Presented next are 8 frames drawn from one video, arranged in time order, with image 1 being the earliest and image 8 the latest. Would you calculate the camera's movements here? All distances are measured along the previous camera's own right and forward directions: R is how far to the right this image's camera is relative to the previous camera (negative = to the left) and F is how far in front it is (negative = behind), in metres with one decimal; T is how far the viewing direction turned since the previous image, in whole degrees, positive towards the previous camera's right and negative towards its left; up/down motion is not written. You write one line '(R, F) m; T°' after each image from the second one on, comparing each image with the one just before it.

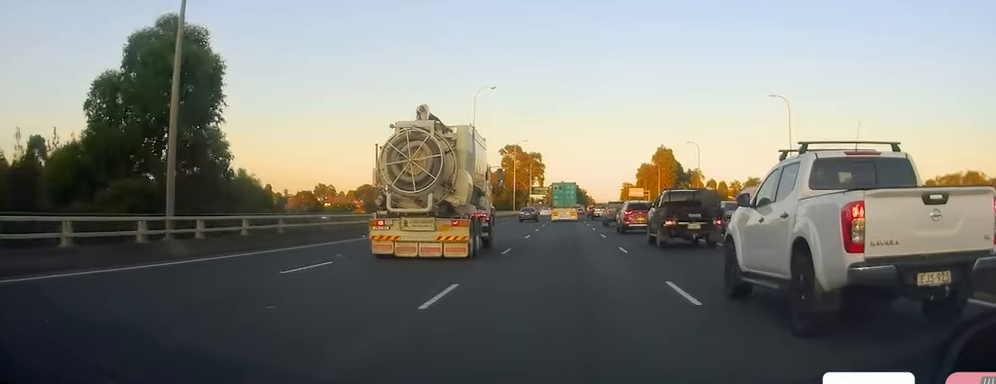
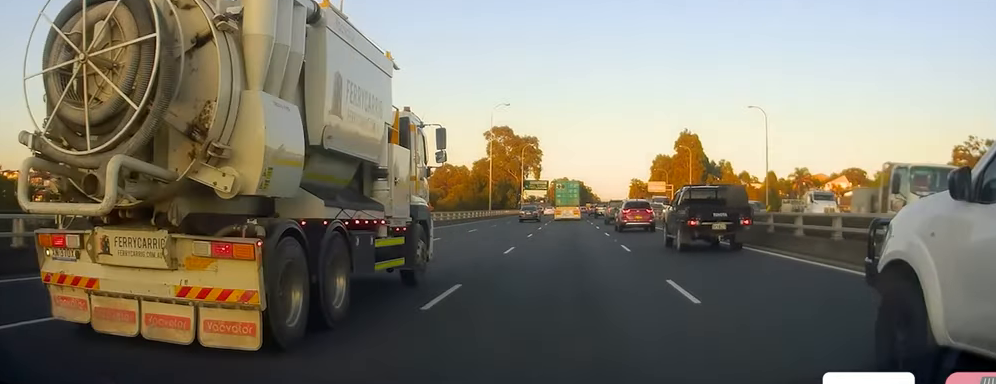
(-0.2, +46.3) m; 0°
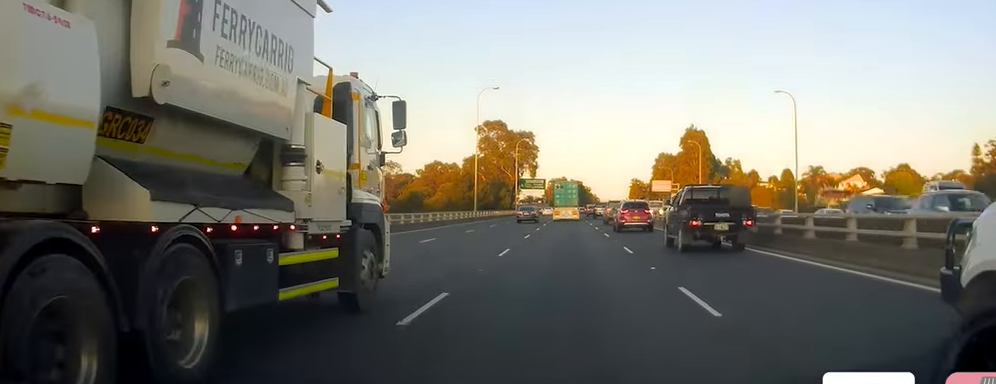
(0.0, +12.9) m; 0°
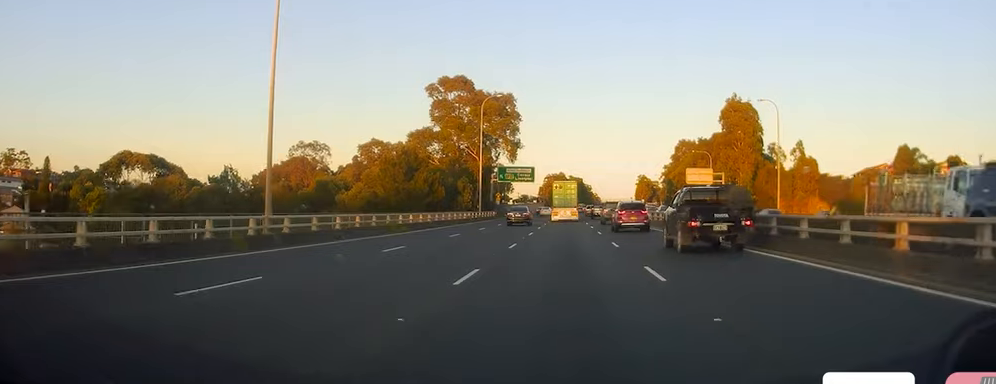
(-0.1, +53.4) m; 0°
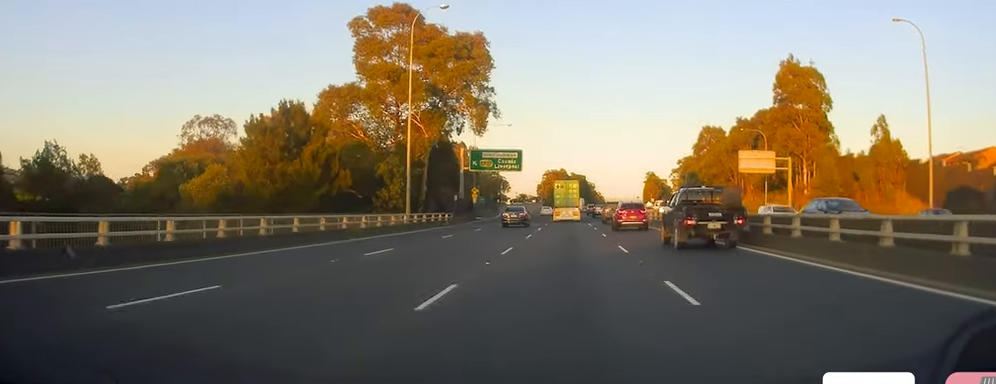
(0.0, +37.8) m; 0°
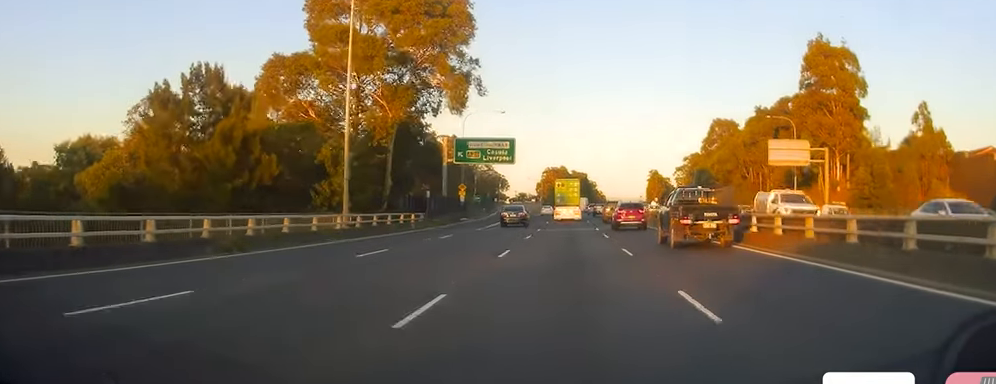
(0.0, +13.0) m; 0°
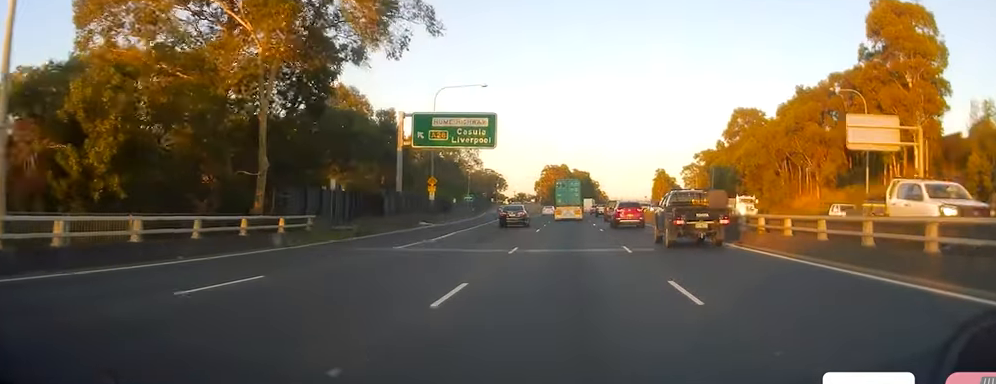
(0.0, +21.6) m; 0°
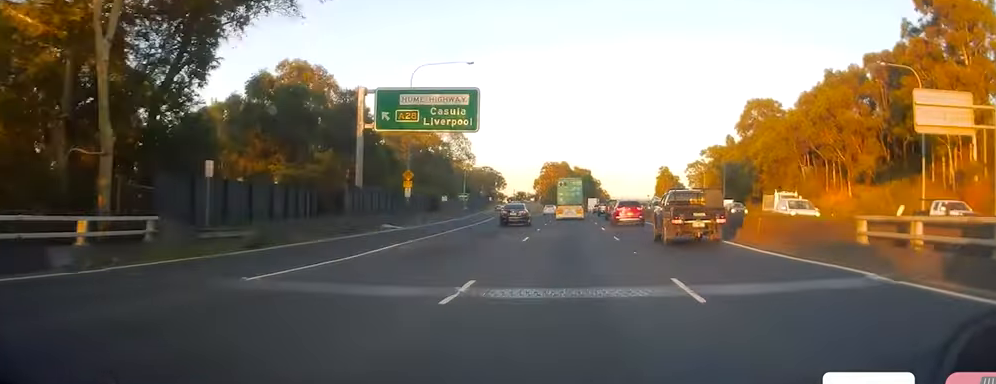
(0.0, +11.3) m; 0°
